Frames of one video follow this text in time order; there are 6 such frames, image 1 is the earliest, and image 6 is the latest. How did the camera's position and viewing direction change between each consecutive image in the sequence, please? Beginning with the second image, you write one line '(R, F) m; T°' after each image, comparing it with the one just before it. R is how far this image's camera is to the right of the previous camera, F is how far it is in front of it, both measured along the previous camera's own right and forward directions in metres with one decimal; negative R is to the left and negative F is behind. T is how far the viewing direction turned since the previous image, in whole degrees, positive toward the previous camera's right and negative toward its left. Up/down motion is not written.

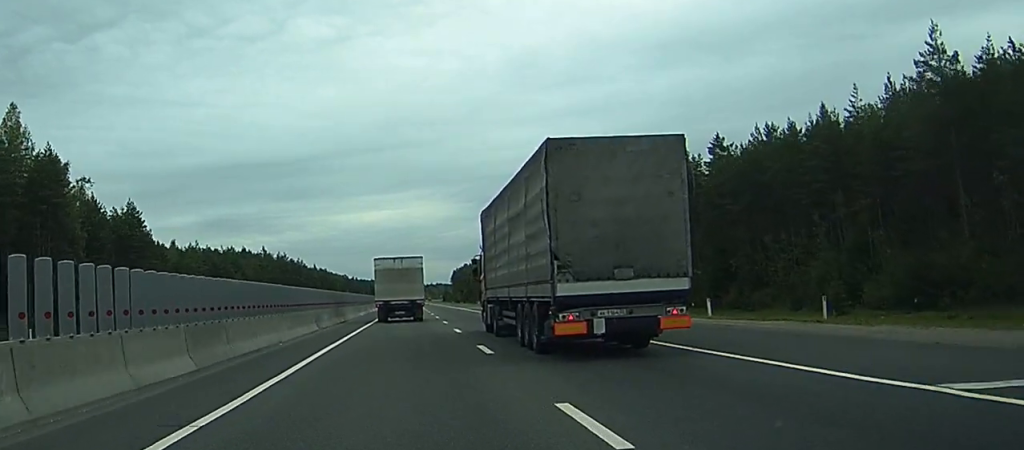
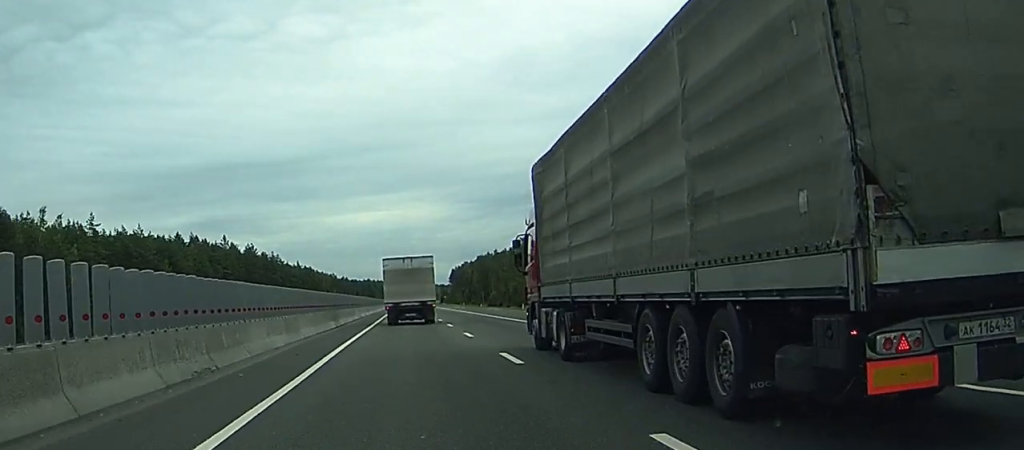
(+0.2, +62.7) m; +1°
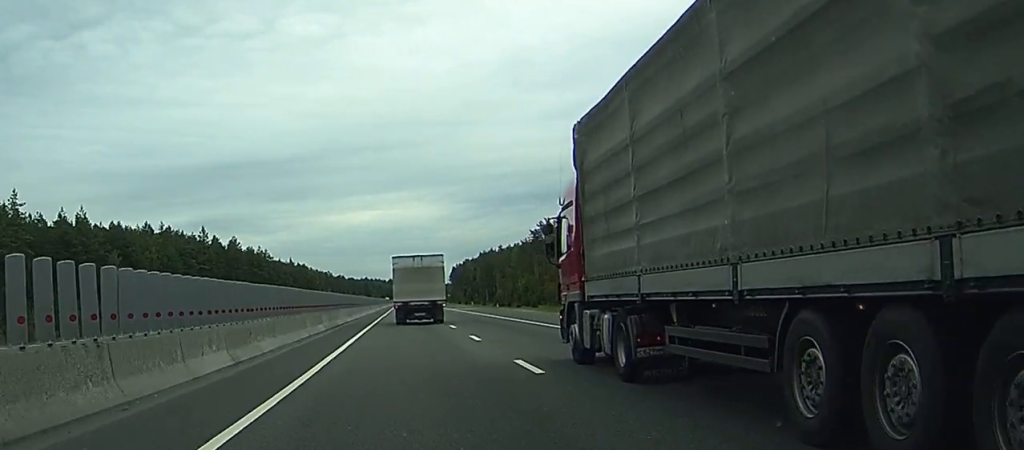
(+0.1, +26.2) m; 0°
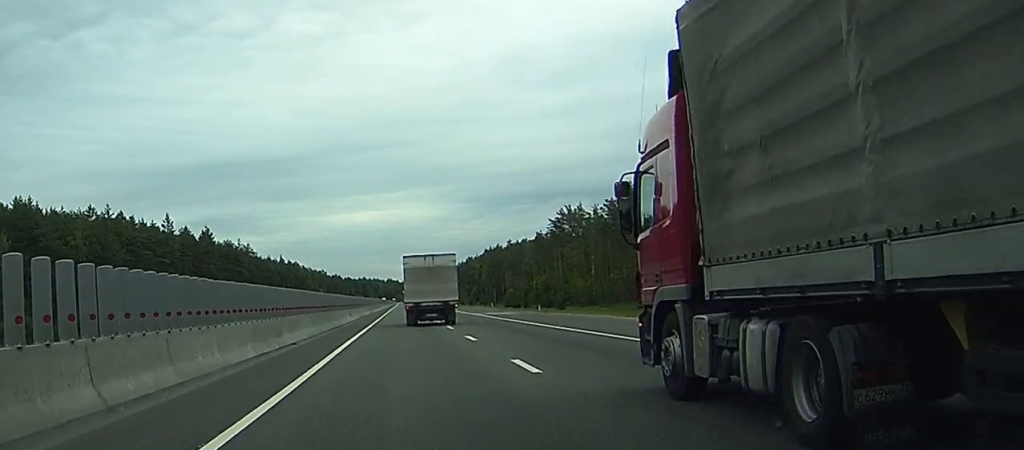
(0.0, +35.6) m; +1°
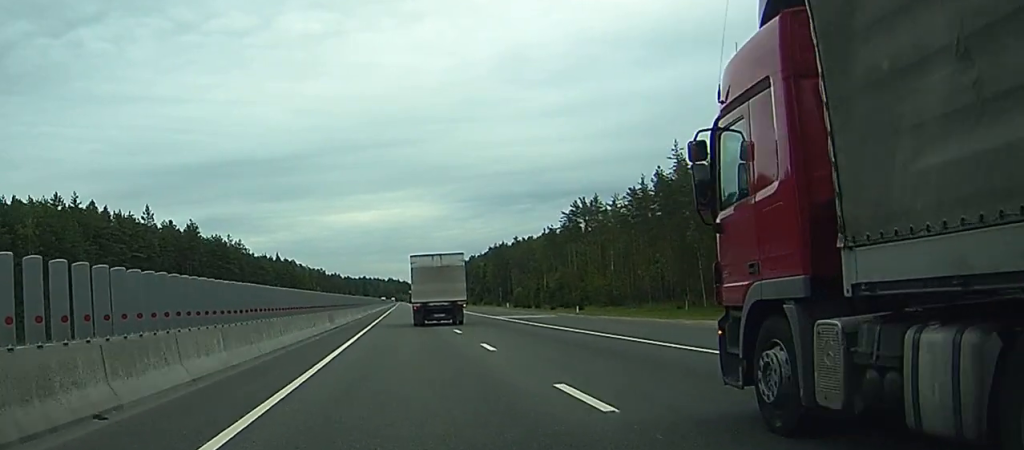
(0.0, +17.0) m; 0°
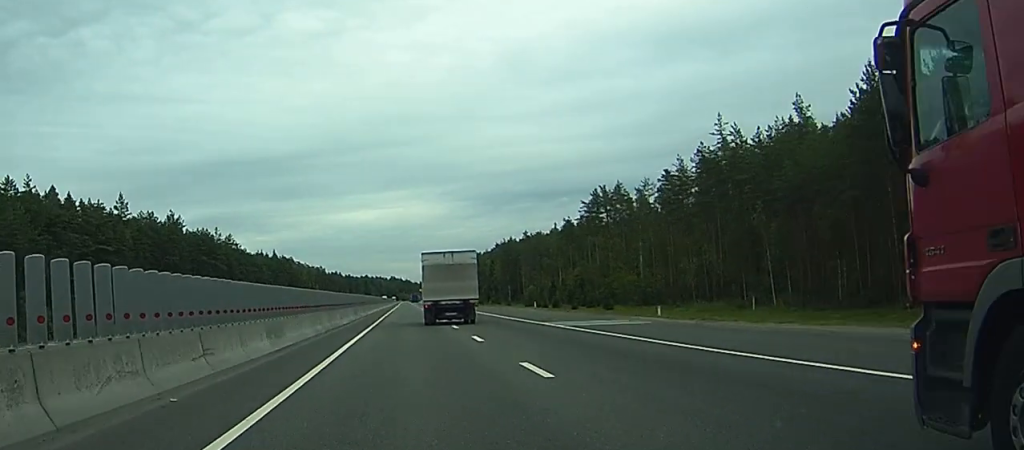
(+0.2, +19.6) m; 0°
